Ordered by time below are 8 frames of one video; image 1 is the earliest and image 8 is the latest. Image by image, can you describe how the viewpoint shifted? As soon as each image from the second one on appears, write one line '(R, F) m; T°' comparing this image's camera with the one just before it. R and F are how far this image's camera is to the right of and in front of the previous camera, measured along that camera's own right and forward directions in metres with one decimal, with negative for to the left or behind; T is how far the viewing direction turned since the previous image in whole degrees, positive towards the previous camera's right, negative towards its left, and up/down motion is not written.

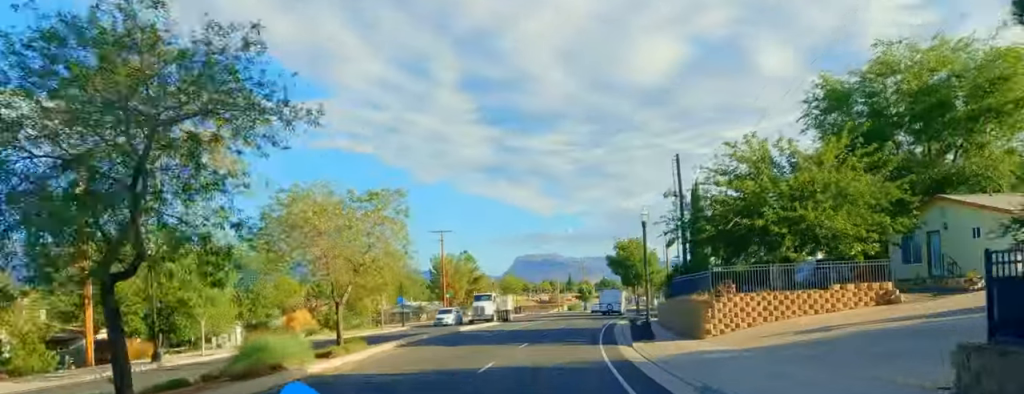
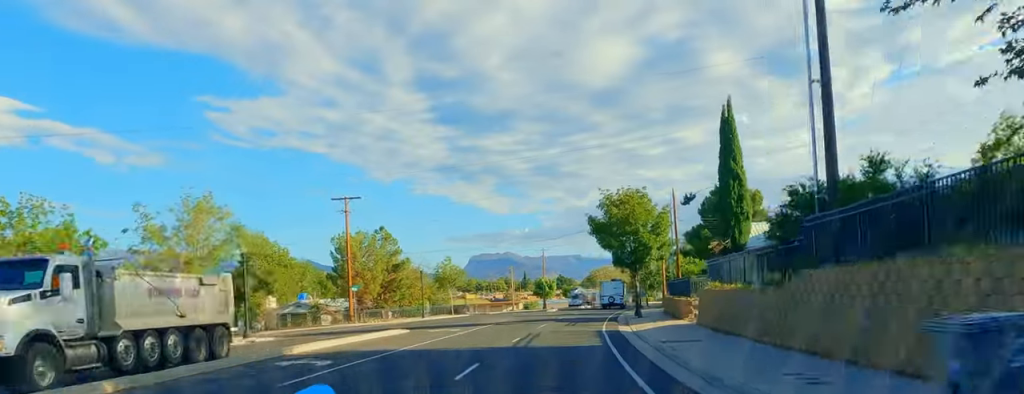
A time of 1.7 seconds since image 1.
(+0.2, +28.7) m; +3°
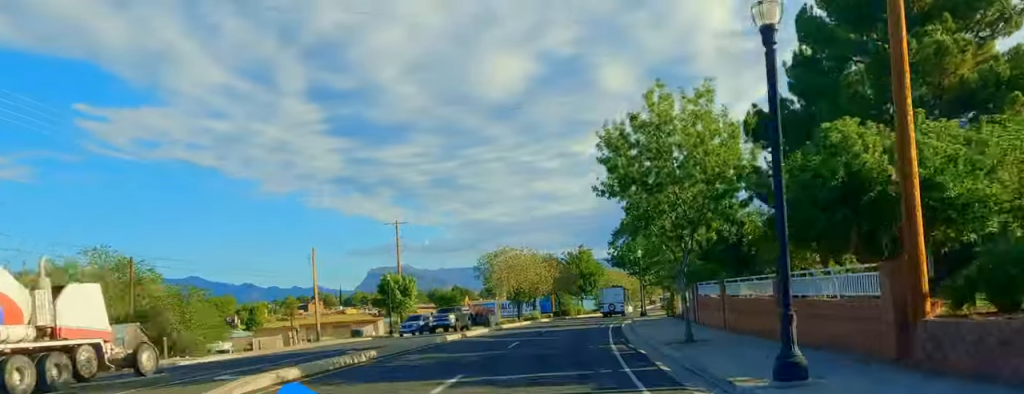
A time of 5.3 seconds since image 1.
(+4.5, +62.6) m; +8°
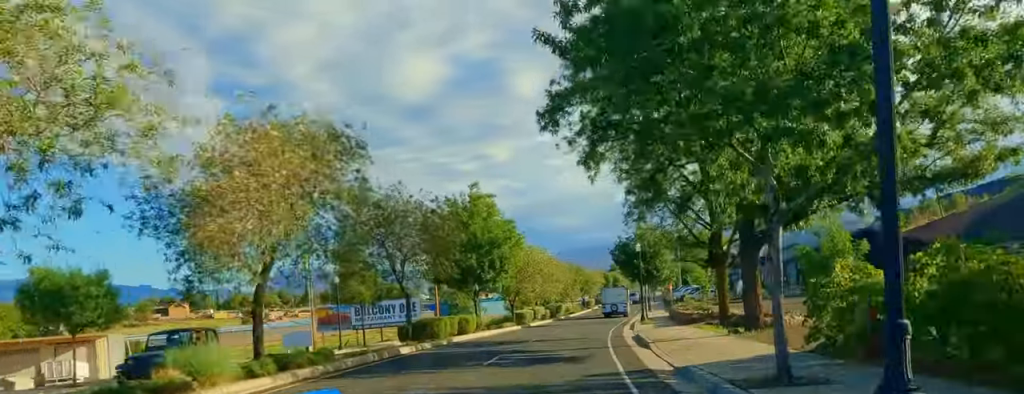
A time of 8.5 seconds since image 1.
(+2.3, +54.4) m; +8°
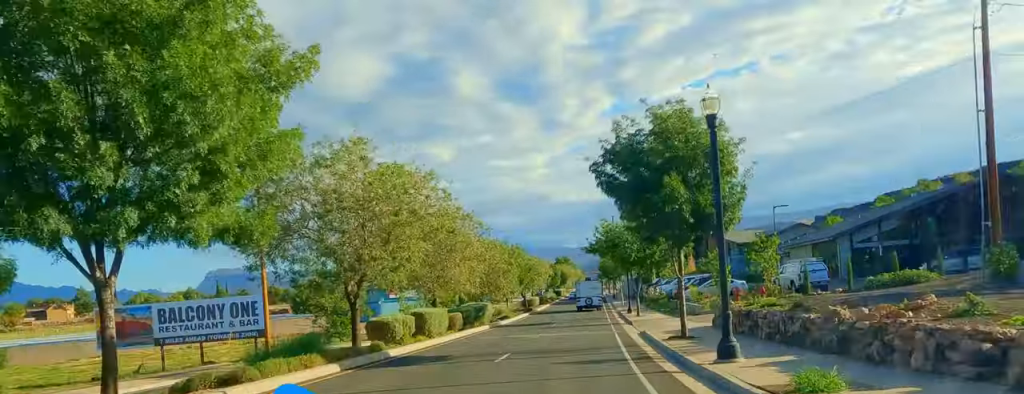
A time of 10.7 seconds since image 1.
(+2.2, +36.4) m; +4°
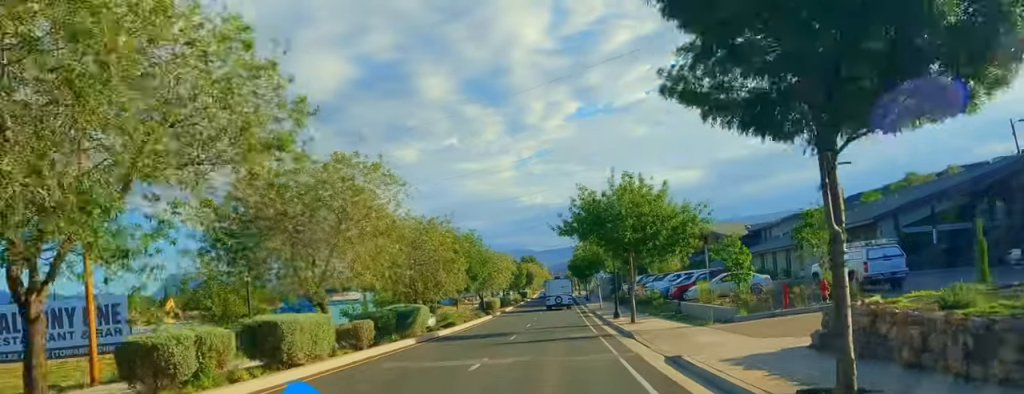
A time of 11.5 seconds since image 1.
(-0.1, +14.6) m; +1°
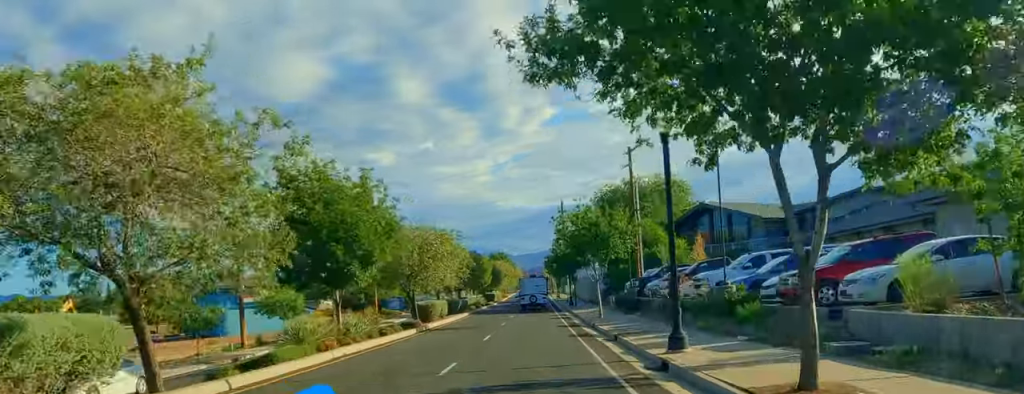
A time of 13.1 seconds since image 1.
(+0.3, +25.4) m; +1°
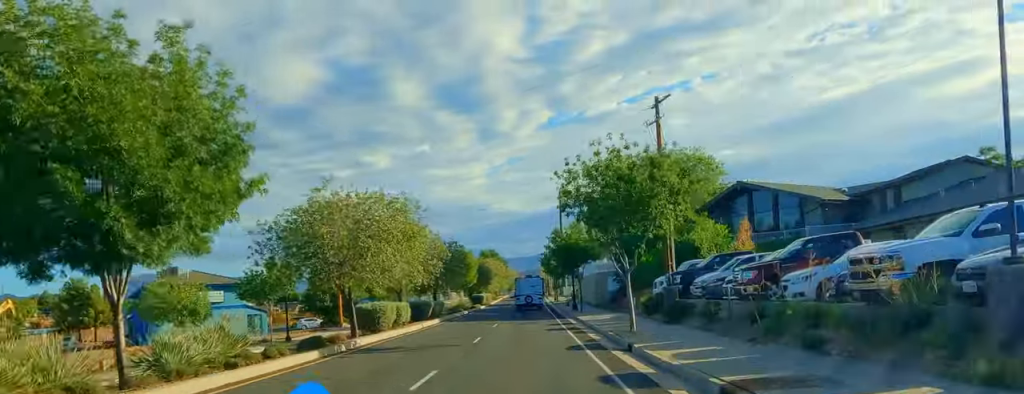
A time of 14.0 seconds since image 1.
(+0.7, +14.6) m; 0°
